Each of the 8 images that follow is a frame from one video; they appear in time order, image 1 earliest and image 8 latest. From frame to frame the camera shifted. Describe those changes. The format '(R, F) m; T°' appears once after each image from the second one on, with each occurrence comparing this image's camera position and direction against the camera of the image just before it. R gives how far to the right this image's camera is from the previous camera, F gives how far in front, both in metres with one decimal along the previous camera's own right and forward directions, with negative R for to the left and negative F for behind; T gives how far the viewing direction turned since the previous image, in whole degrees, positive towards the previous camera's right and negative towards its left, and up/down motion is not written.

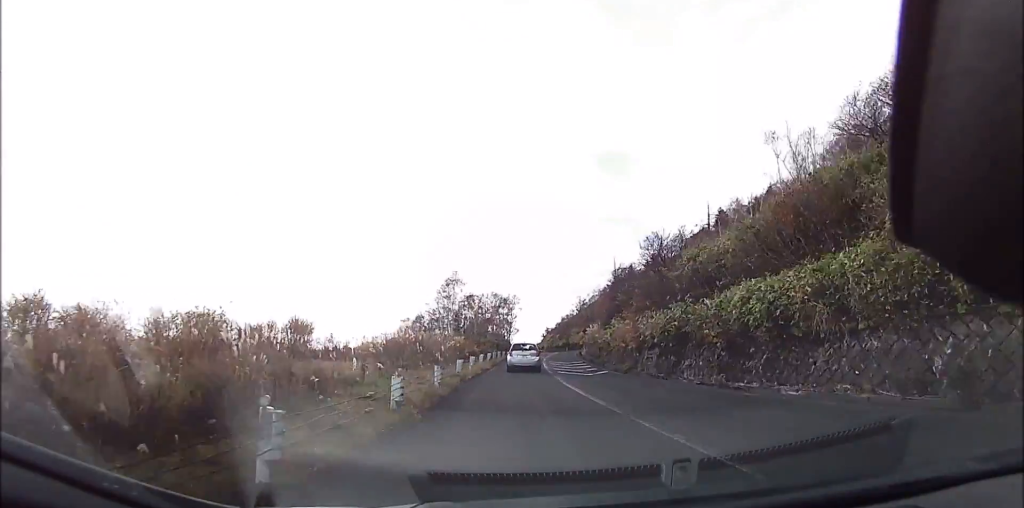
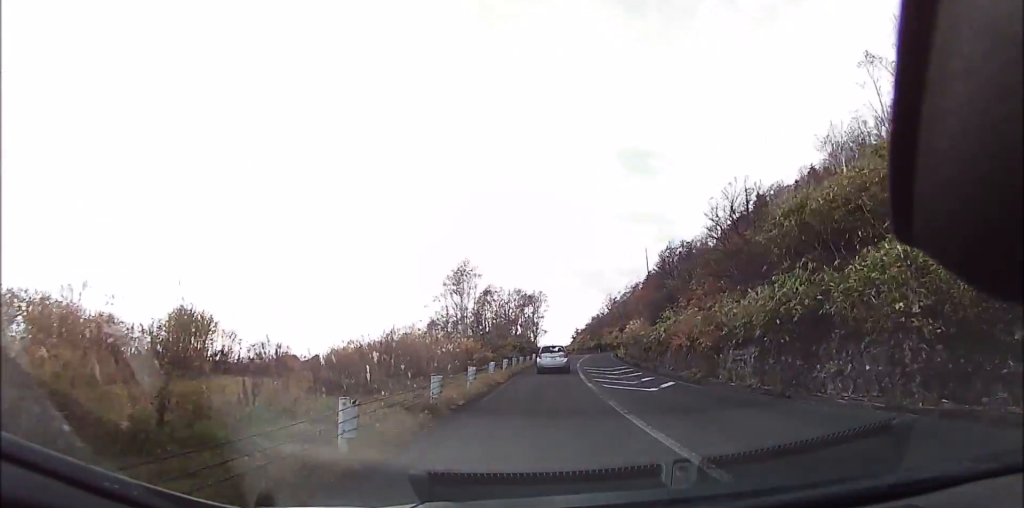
(-0.5, +6.7) m; -6°
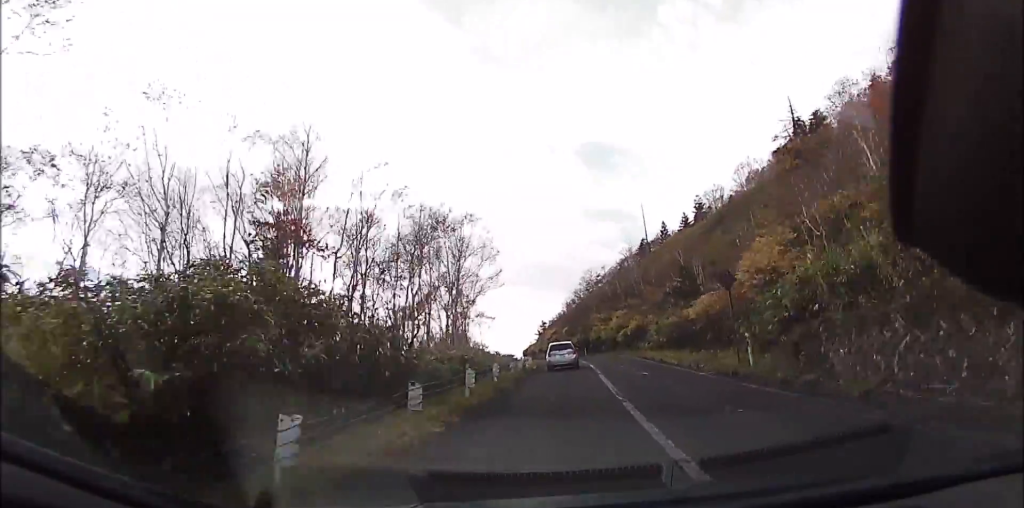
(-1.1, +36.0) m; +1°
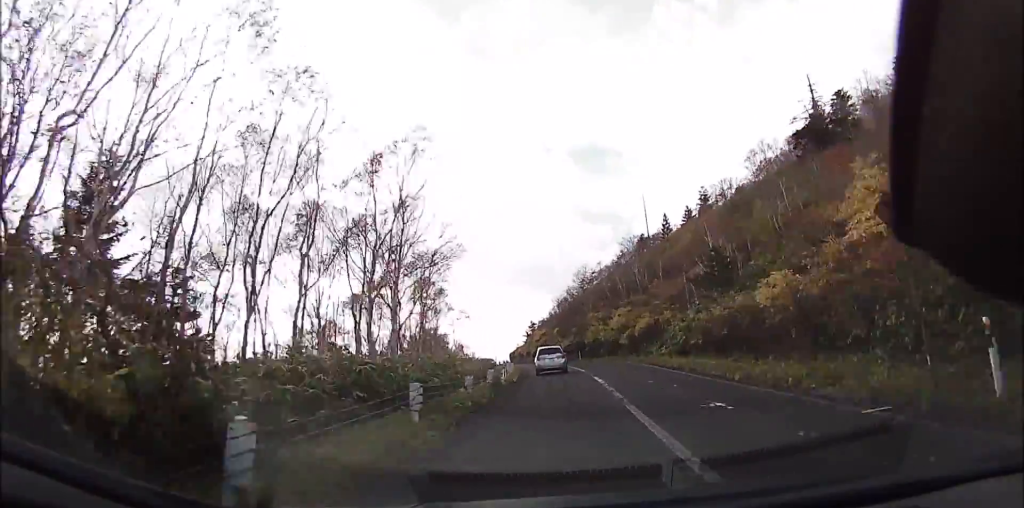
(+0.1, +7.6) m; 0°
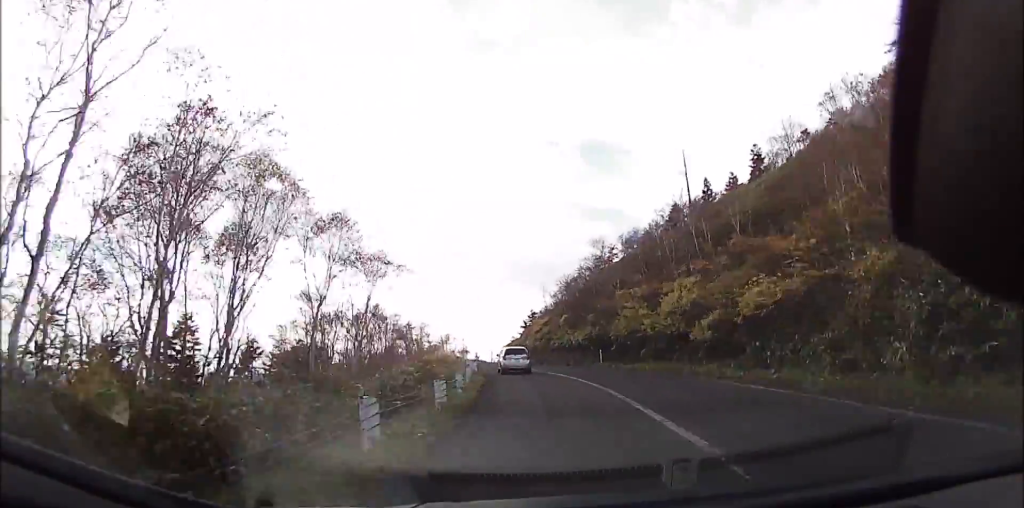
(-0.2, +18.0) m; -1°
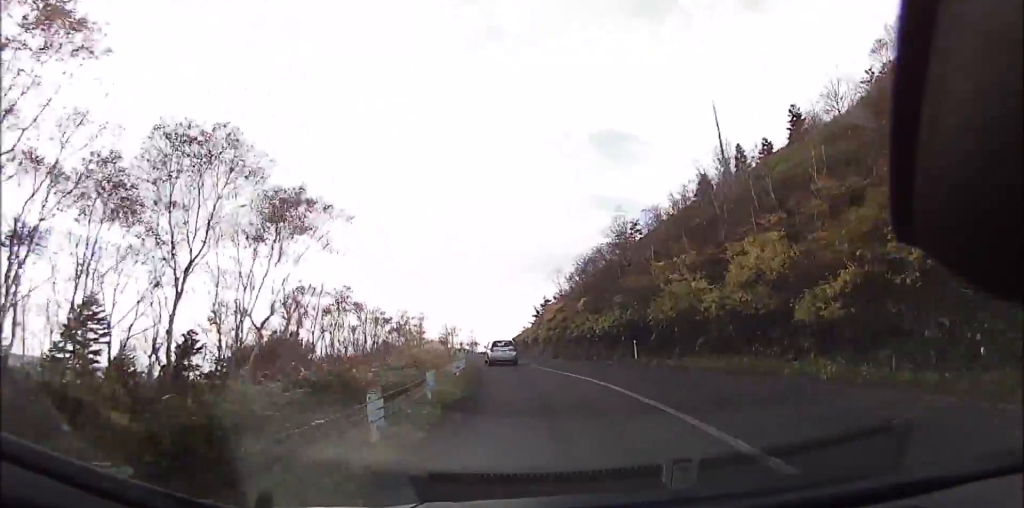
(0.0, +7.6) m; -1°
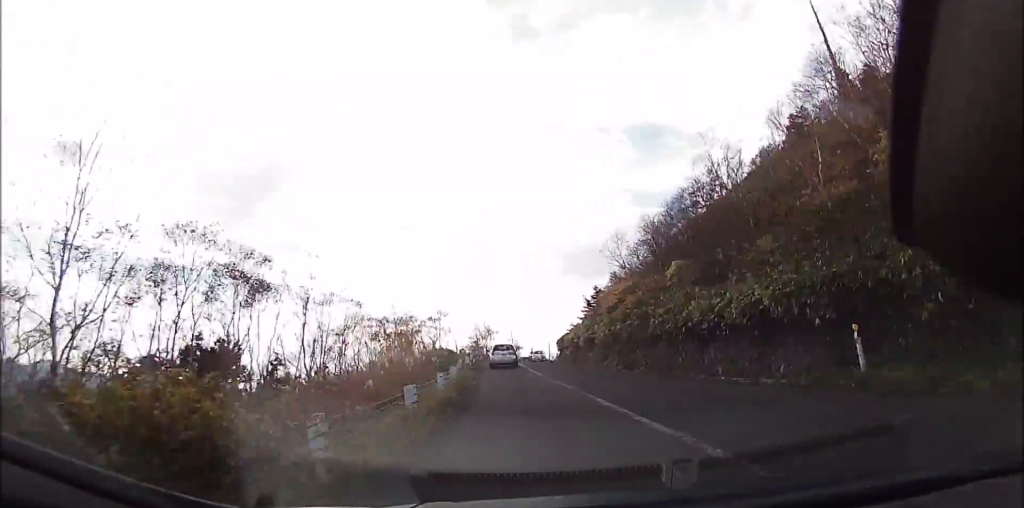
(+0.2, +14.9) m; -4°
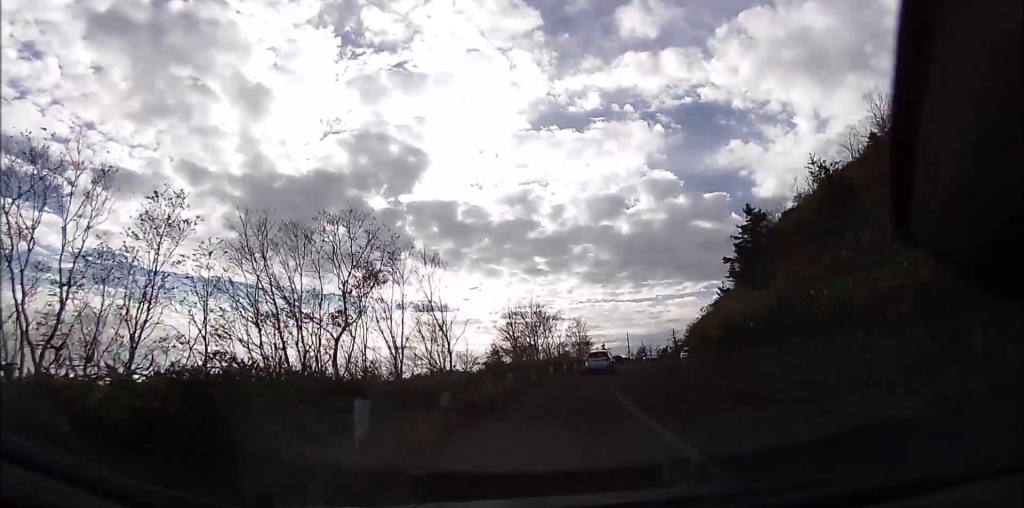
(-2.6, +30.8) m; -6°
